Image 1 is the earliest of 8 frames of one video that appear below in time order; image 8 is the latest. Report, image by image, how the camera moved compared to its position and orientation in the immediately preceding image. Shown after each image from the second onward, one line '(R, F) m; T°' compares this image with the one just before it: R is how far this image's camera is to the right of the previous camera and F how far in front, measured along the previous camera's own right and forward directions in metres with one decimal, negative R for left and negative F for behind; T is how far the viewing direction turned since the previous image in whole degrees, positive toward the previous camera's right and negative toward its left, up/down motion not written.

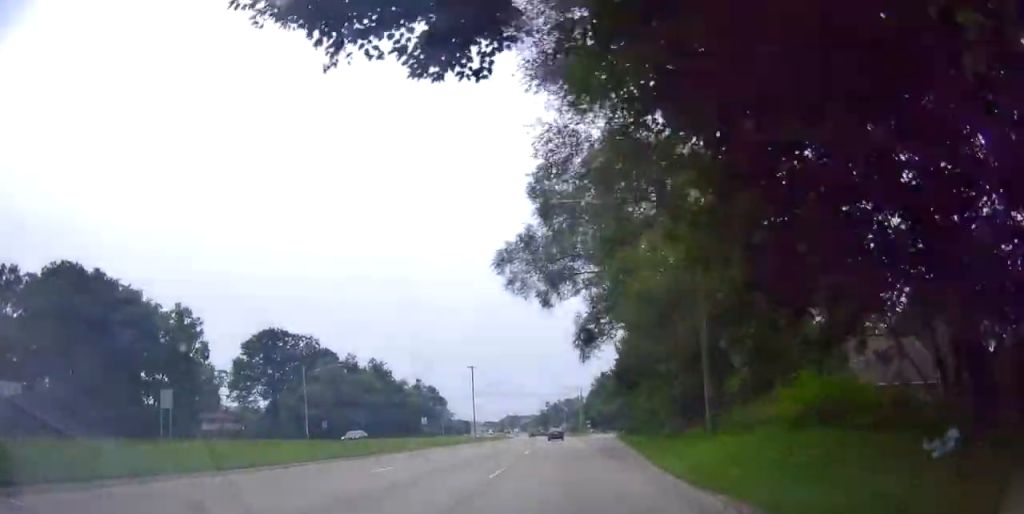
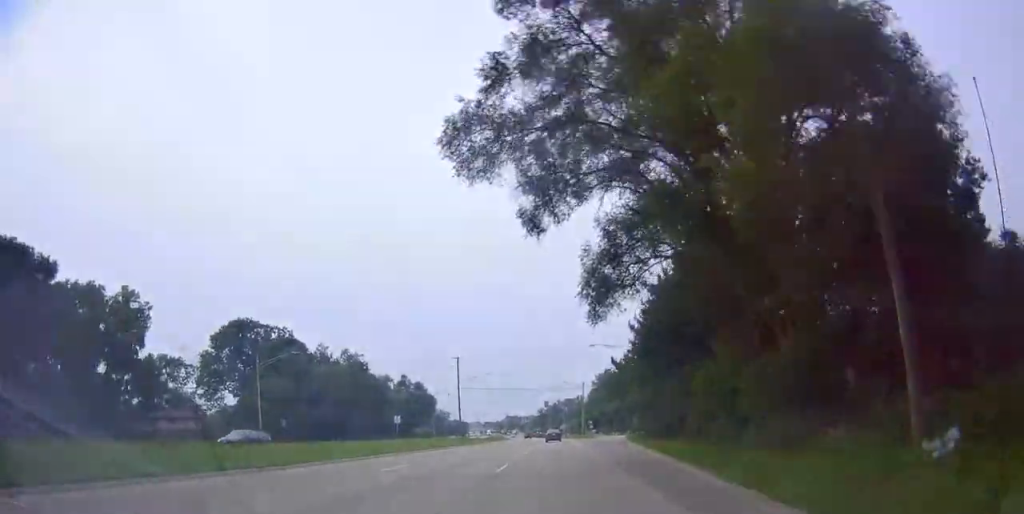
(0.0, +14.1) m; 0°
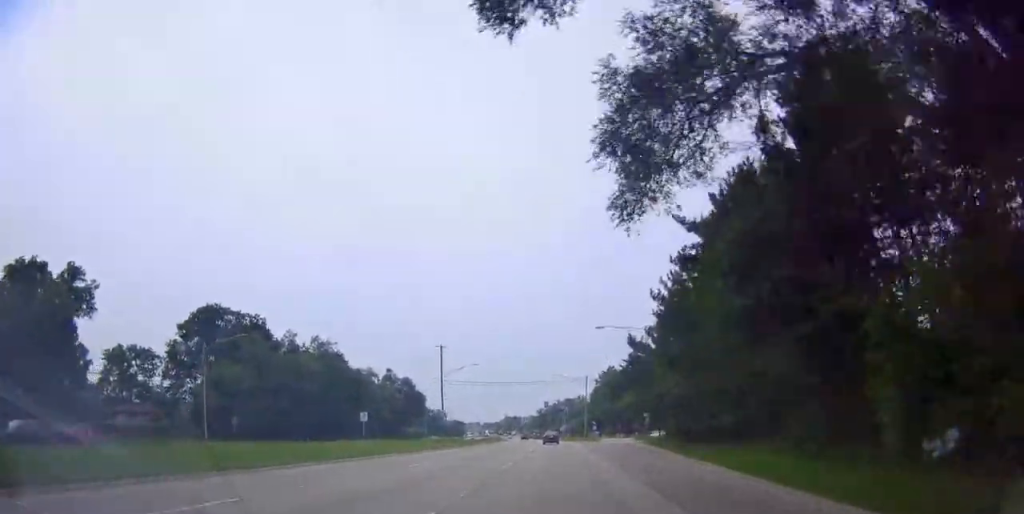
(0.0, +12.3) m; 0°
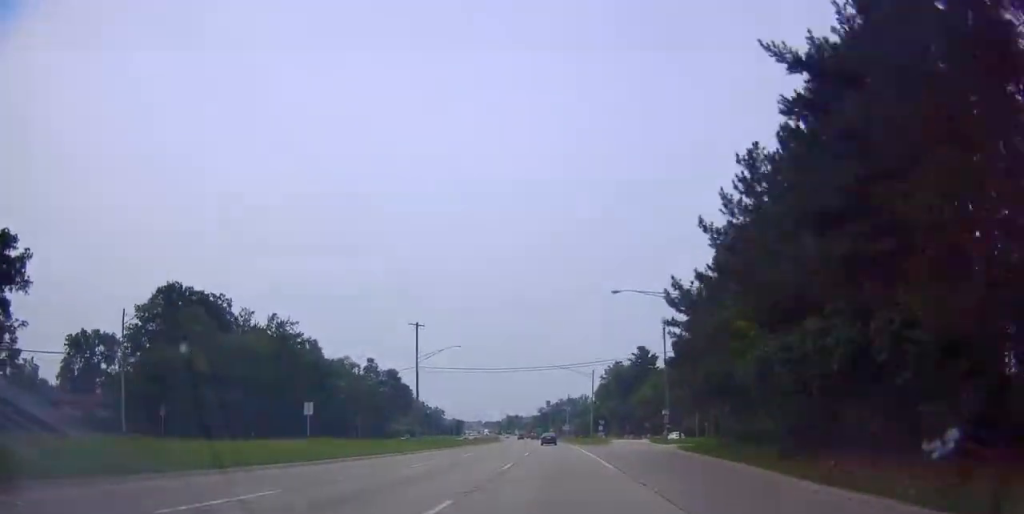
(0.0, +13.9) m; -1°
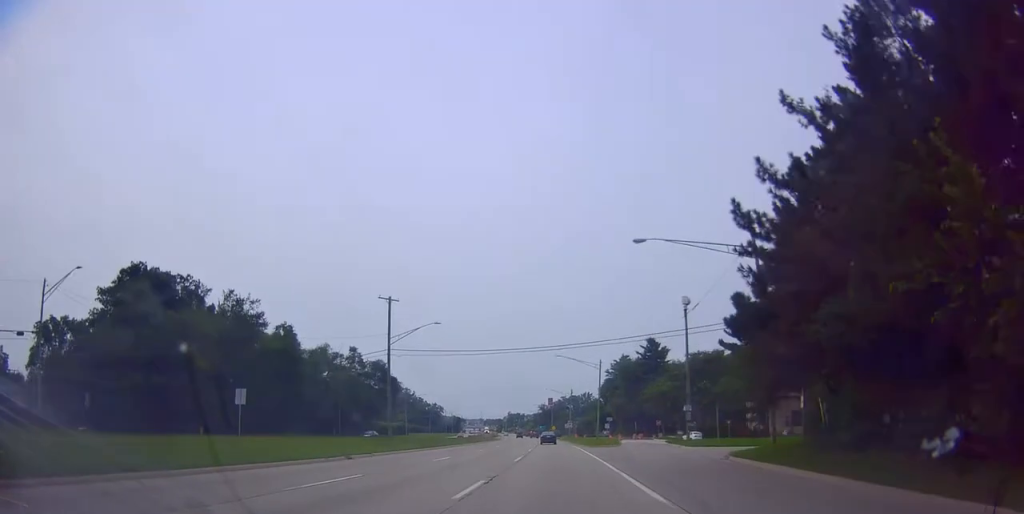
(0.0, +10.8) m; 0°
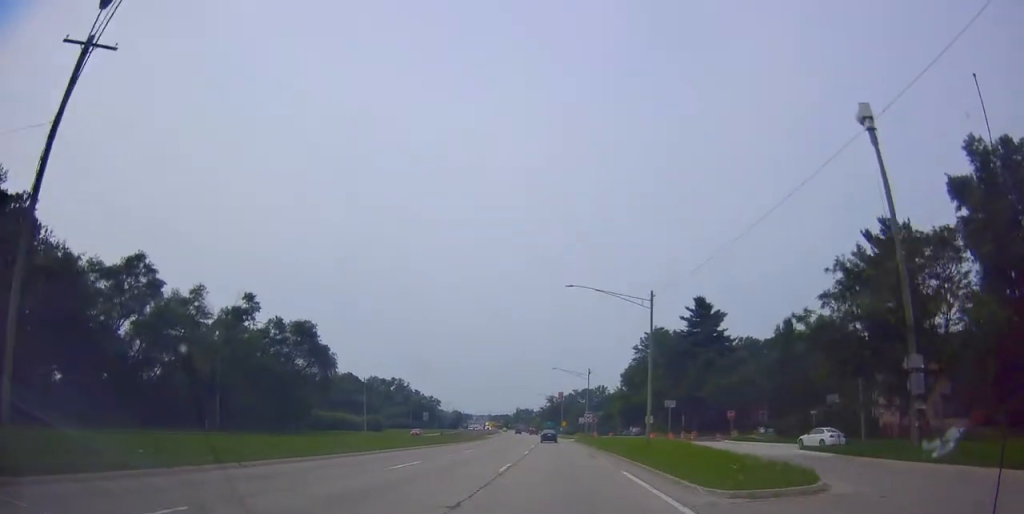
(+0.6, +35.3) m; +2°
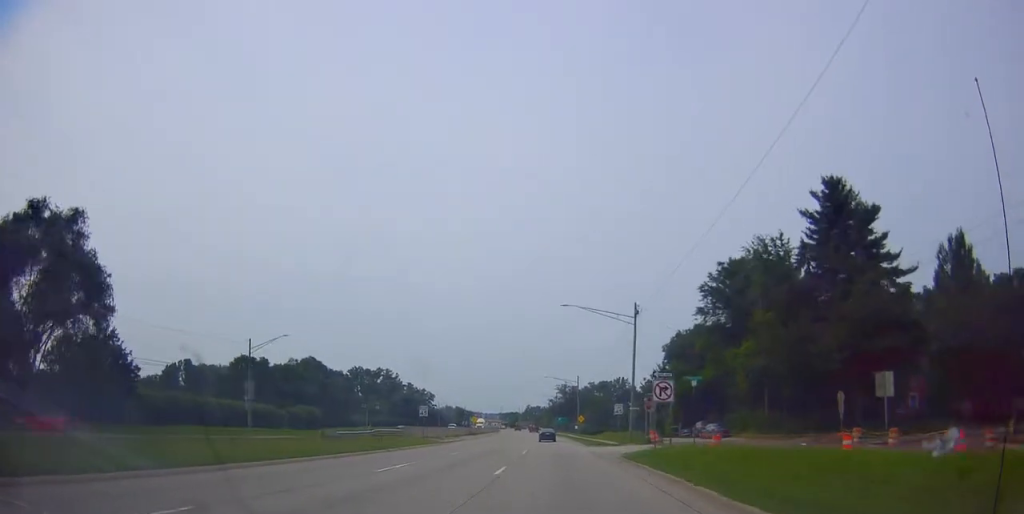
(-1.3, +44.2) m; -4°
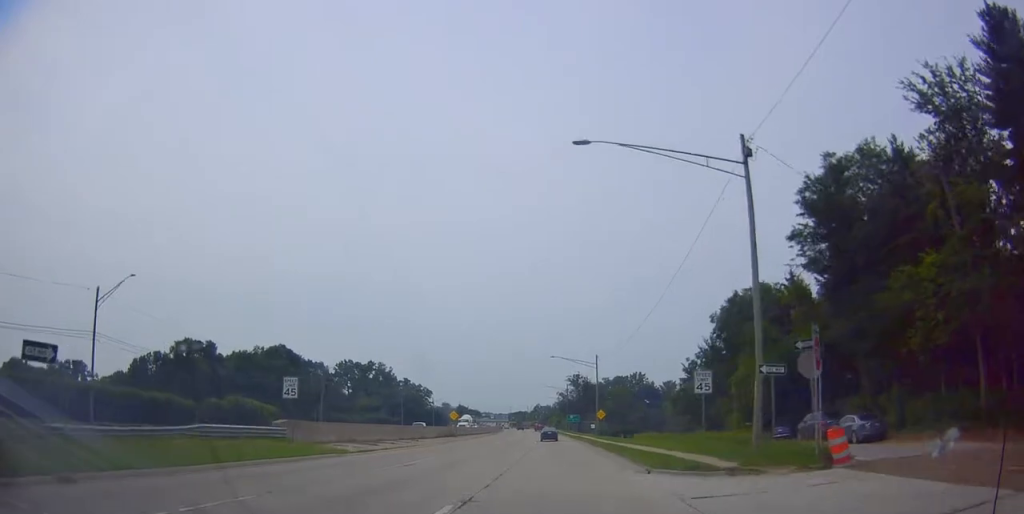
(-0.4, +25.2) m; -1°
